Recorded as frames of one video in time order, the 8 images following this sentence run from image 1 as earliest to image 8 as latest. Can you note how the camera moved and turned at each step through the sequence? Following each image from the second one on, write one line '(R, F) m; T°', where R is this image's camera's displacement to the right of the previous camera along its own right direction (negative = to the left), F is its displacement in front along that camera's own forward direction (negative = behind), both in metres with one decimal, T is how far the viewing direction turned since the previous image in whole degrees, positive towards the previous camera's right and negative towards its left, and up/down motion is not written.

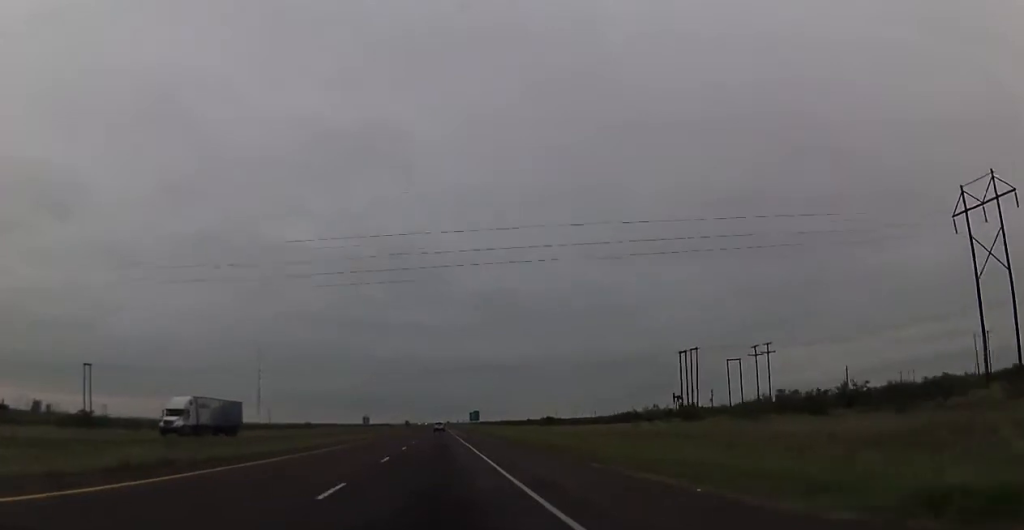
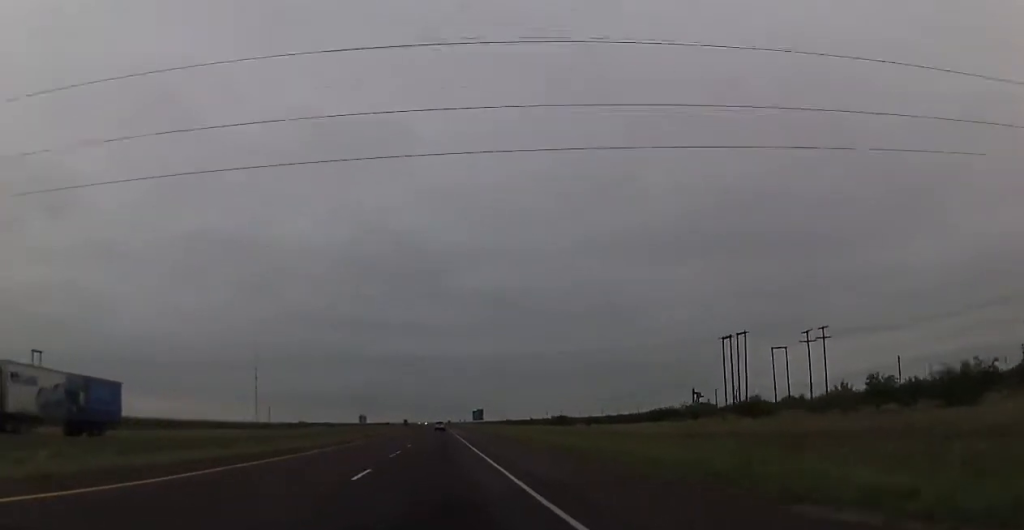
(-0.1, +20.0) m; 0°
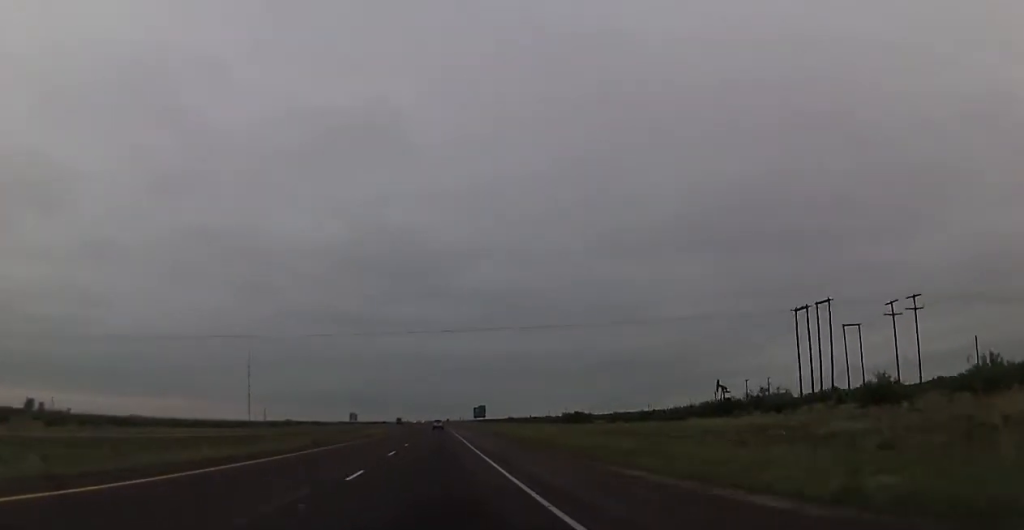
(+0.3, +25.0) m; +1°
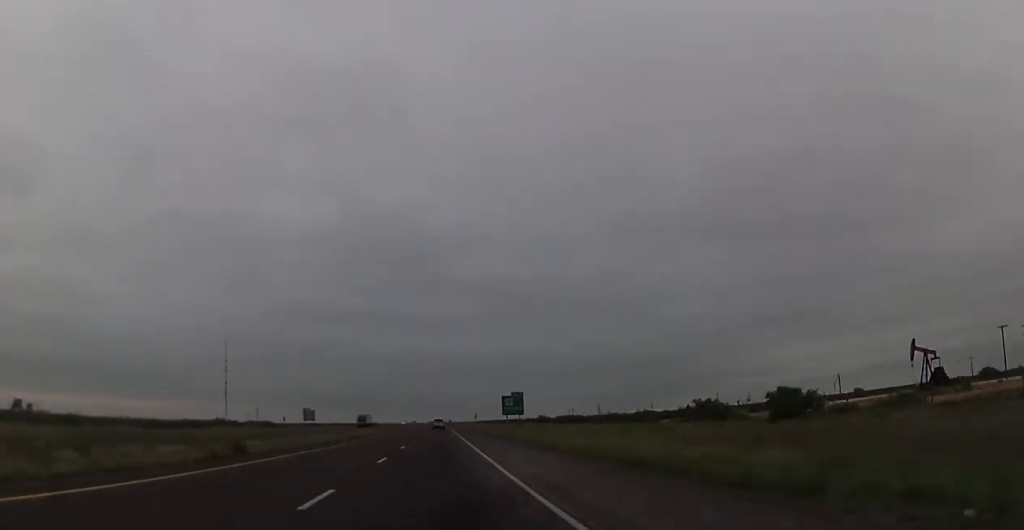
(+0.3, +101.8) m; 0°
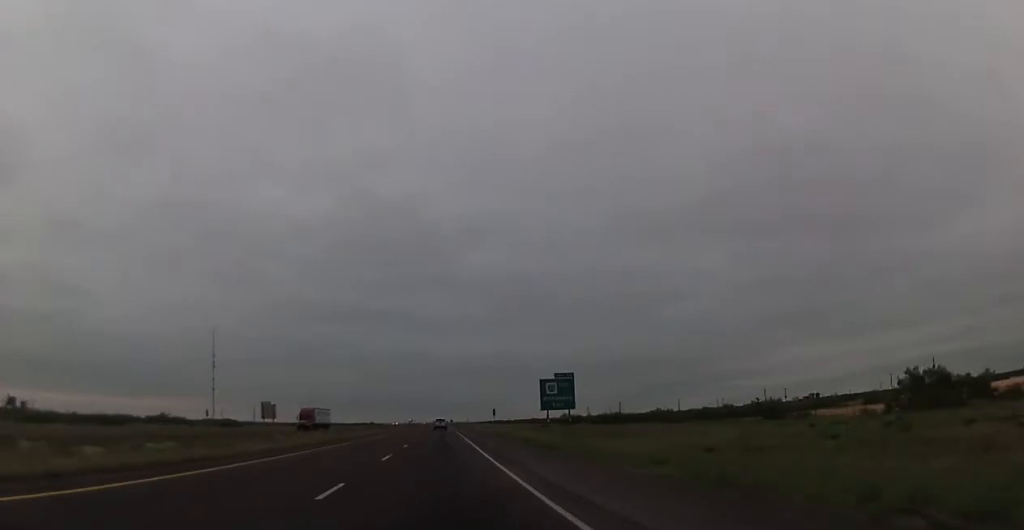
(-0.5, +47.1) m; -1°
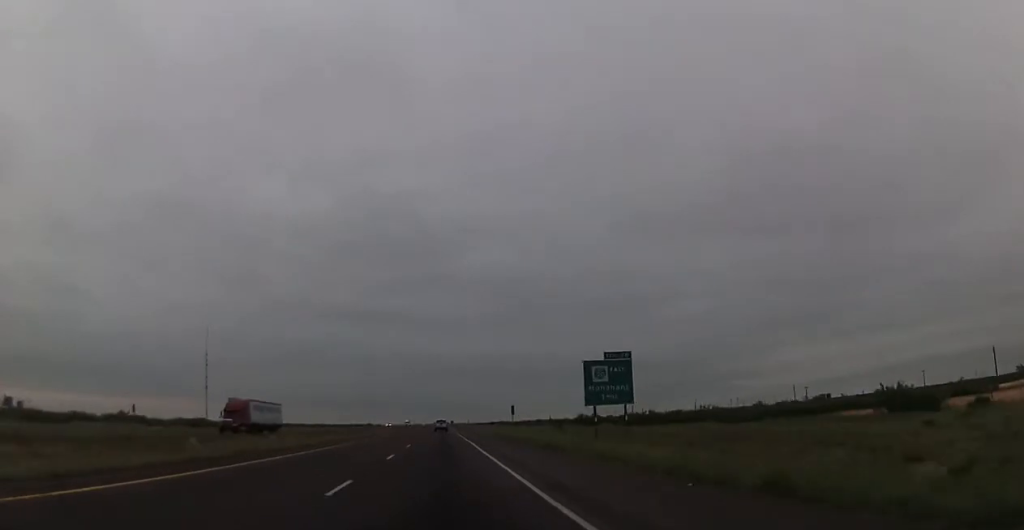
(+0.1, +23.5) m; 0°
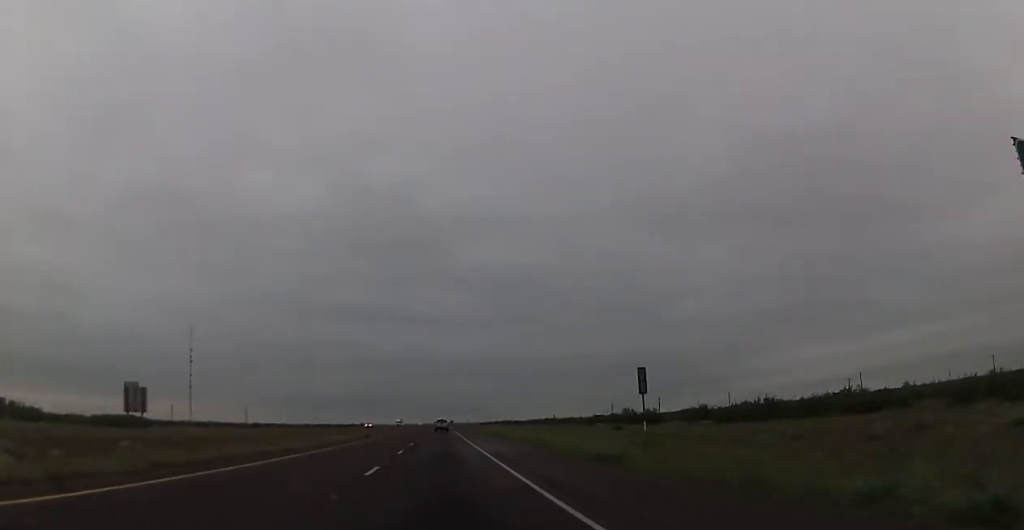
(+0.5, +43.3) m; 0°
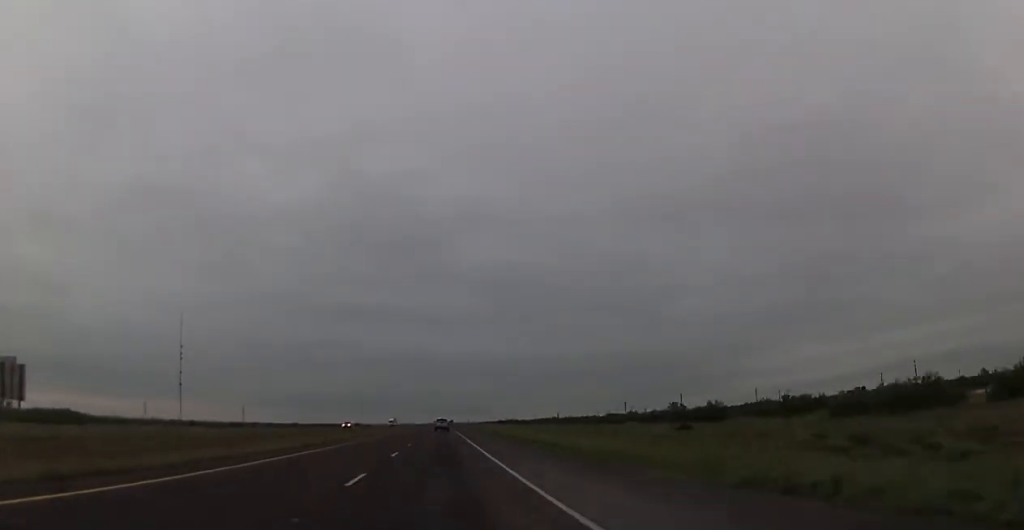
(0.0, +27.2) m; 0°
